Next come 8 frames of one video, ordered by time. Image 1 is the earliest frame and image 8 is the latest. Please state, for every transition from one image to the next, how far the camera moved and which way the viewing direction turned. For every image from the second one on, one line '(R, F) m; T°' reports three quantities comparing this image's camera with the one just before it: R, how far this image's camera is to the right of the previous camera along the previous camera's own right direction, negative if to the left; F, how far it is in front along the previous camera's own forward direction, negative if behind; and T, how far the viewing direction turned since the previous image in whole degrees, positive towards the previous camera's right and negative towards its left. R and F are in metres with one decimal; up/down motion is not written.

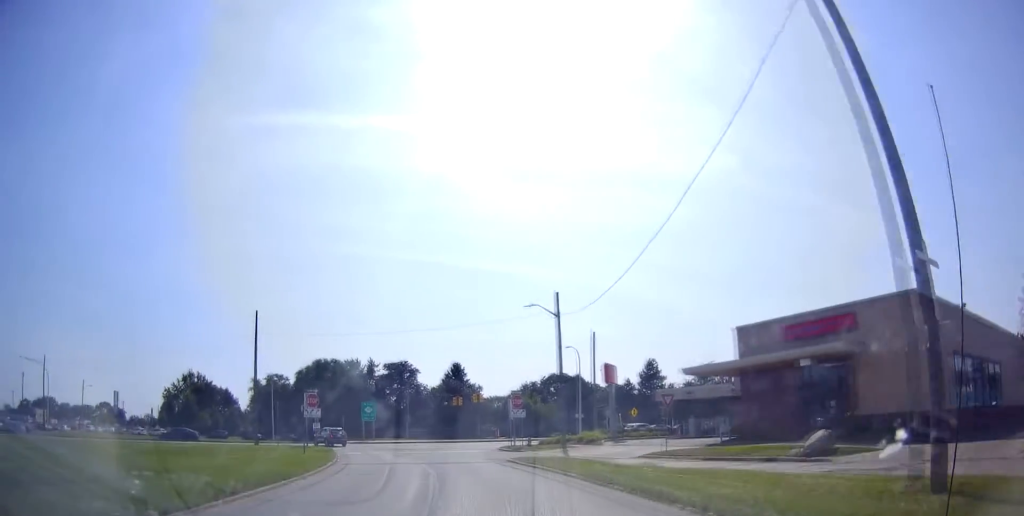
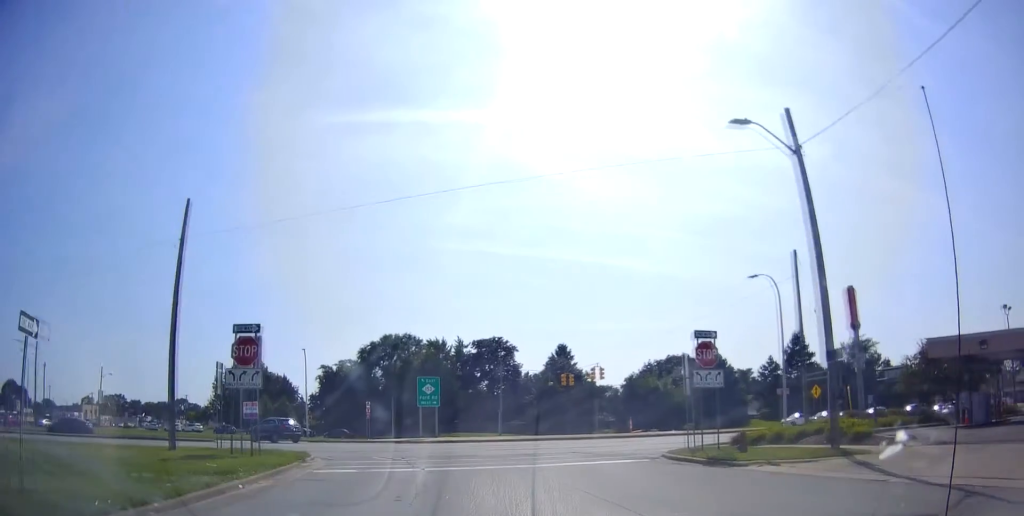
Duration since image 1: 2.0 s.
(-2.1, +25.6) m; -10°
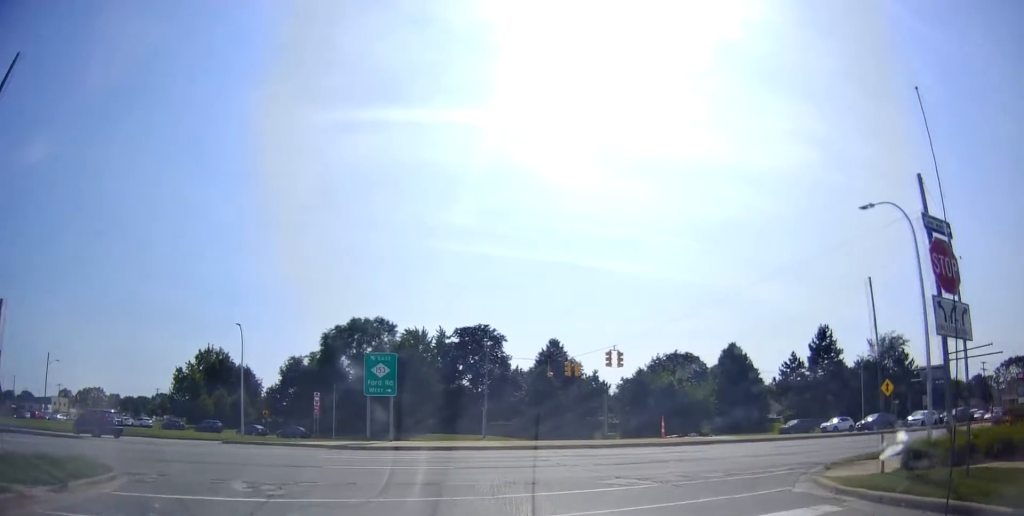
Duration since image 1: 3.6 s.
(-1.5, +16.2) m; -6°
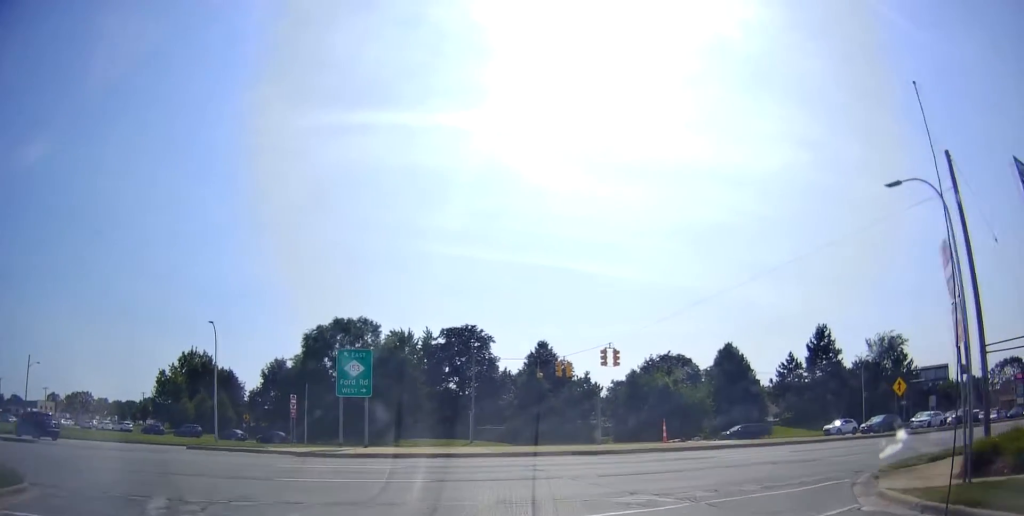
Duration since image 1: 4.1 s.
(+0.2, +4.8) m; +1°
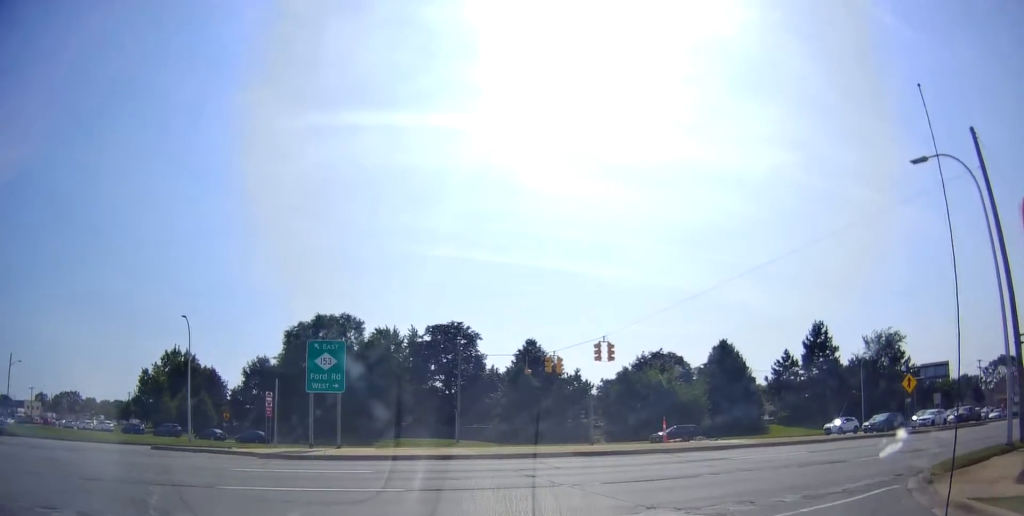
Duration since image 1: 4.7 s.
(-0.1, +3.8) m; +5°
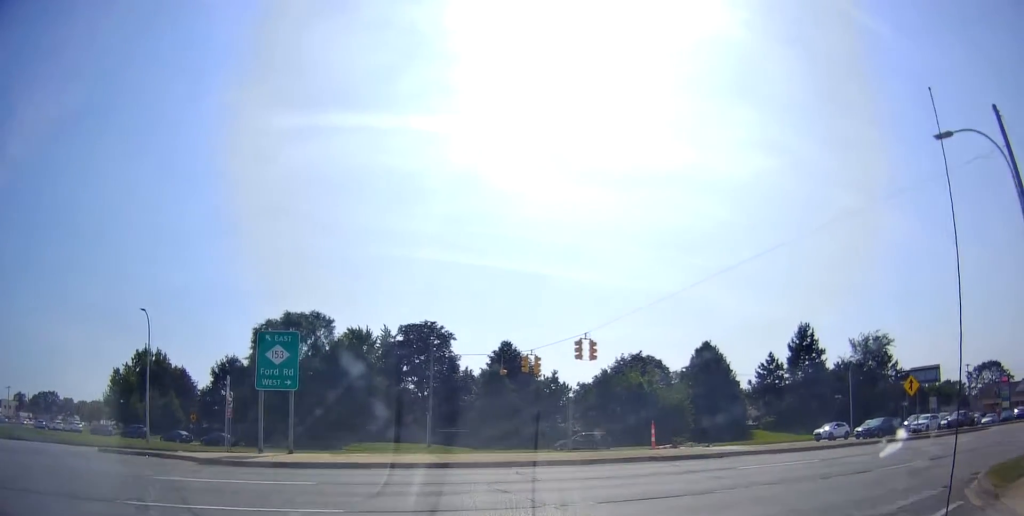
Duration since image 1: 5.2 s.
(-0.3, +3.9) m; +6°
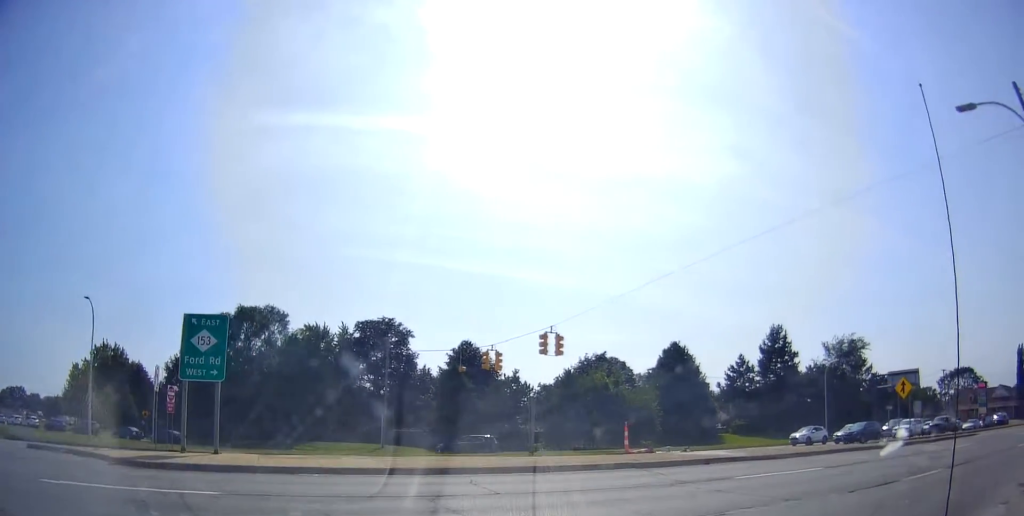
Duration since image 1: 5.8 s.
(+0.8, +3.0) m; +7°
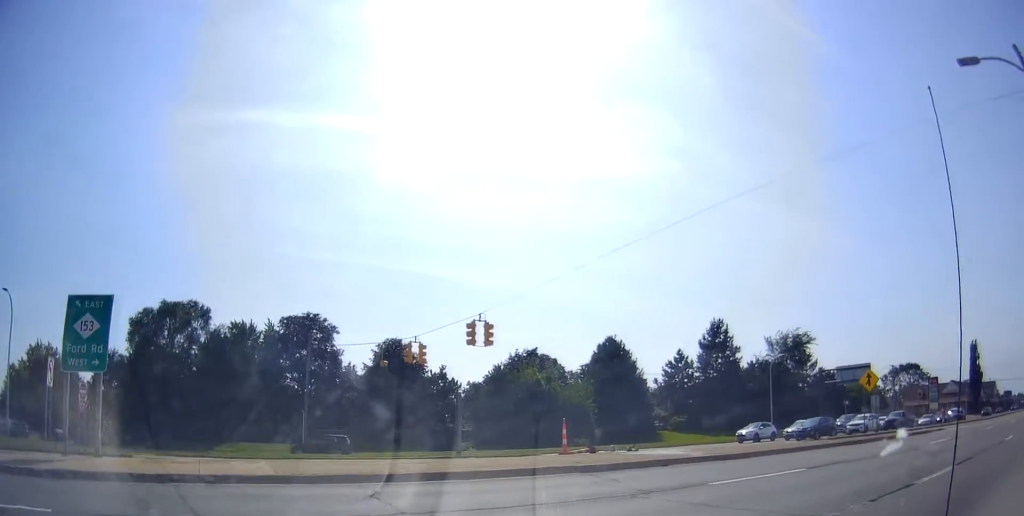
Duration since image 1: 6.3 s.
(+0.3, +2.8) m; +6°
